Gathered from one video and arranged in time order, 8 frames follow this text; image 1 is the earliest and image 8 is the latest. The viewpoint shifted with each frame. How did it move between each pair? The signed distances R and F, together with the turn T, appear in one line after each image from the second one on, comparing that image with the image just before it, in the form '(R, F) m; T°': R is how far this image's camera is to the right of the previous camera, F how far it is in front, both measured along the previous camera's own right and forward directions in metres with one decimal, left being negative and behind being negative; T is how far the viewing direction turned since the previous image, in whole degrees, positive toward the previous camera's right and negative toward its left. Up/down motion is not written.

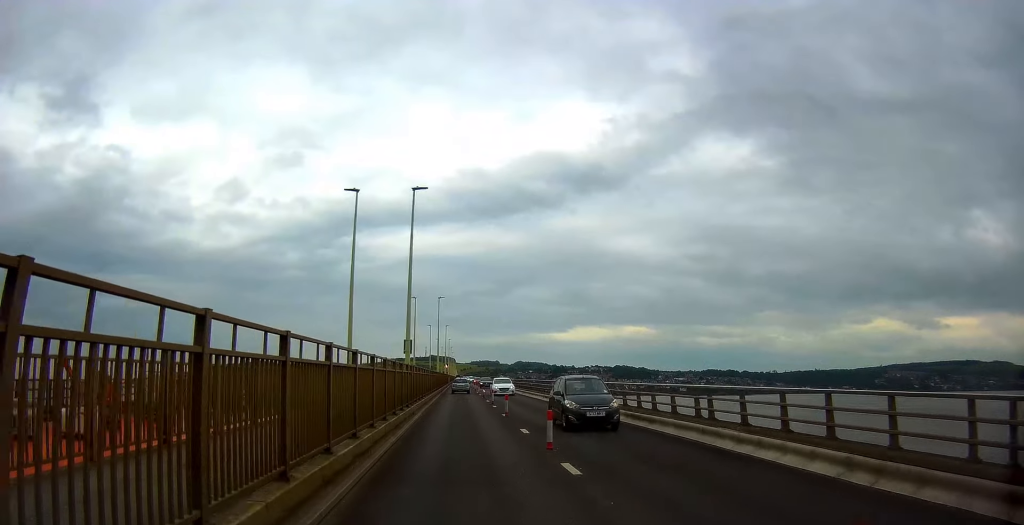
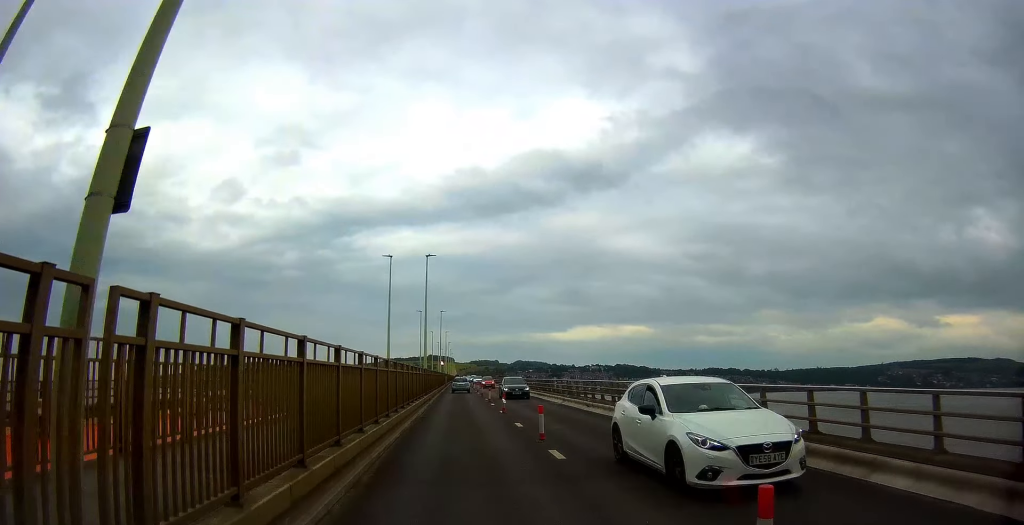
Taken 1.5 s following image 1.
(-0.4, +18.6) m; -1°
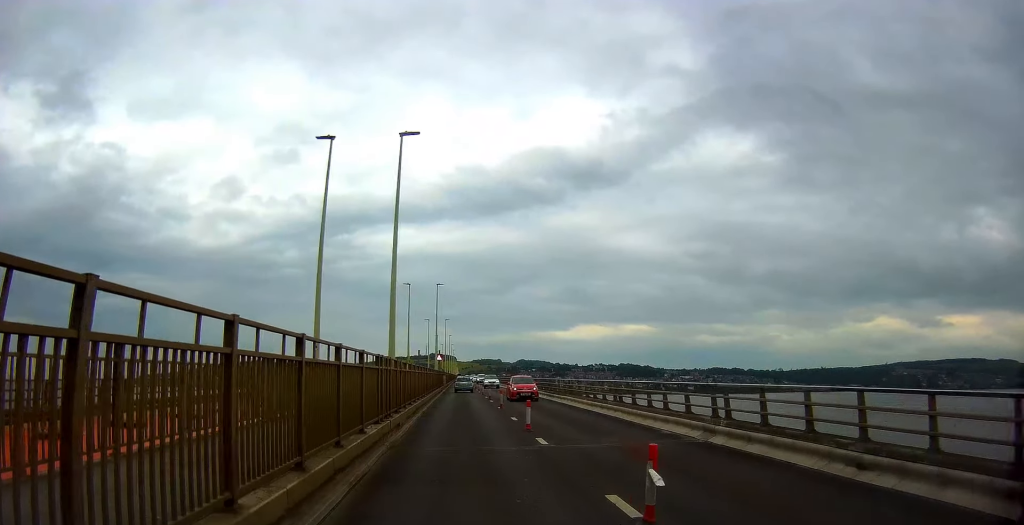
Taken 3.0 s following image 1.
(-0.1, +18.2) m; +1°
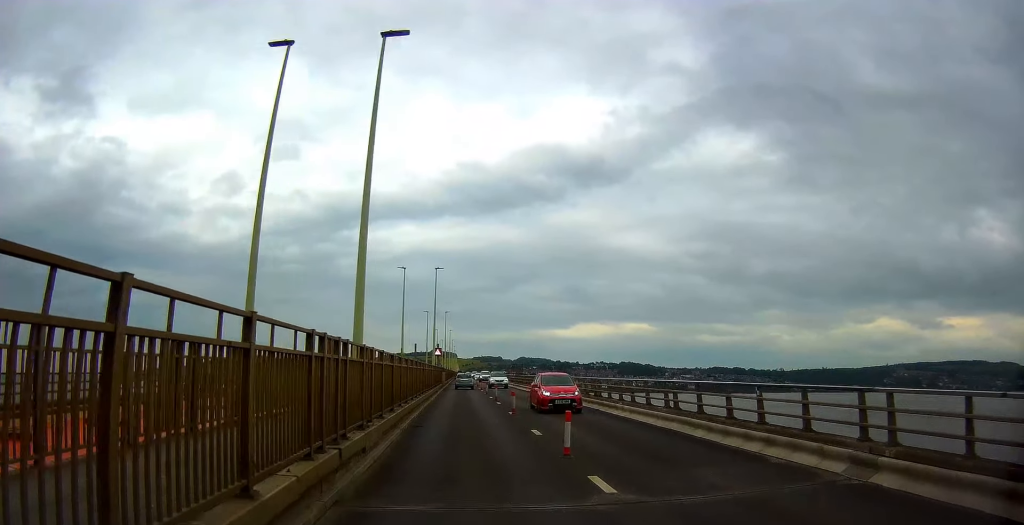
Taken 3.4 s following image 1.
(+0.1, +5.4) m; 0°
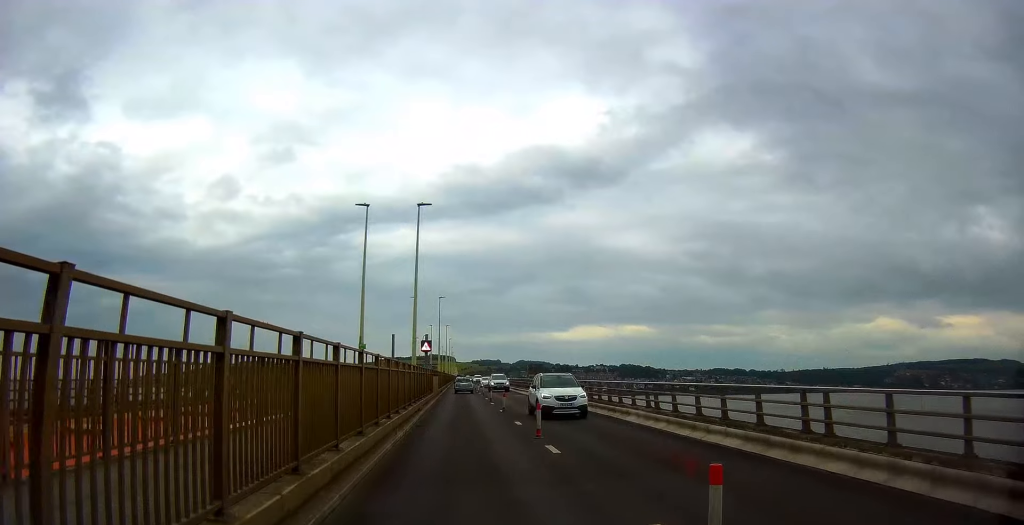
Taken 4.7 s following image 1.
(-0.1, +16.7) m; +1°
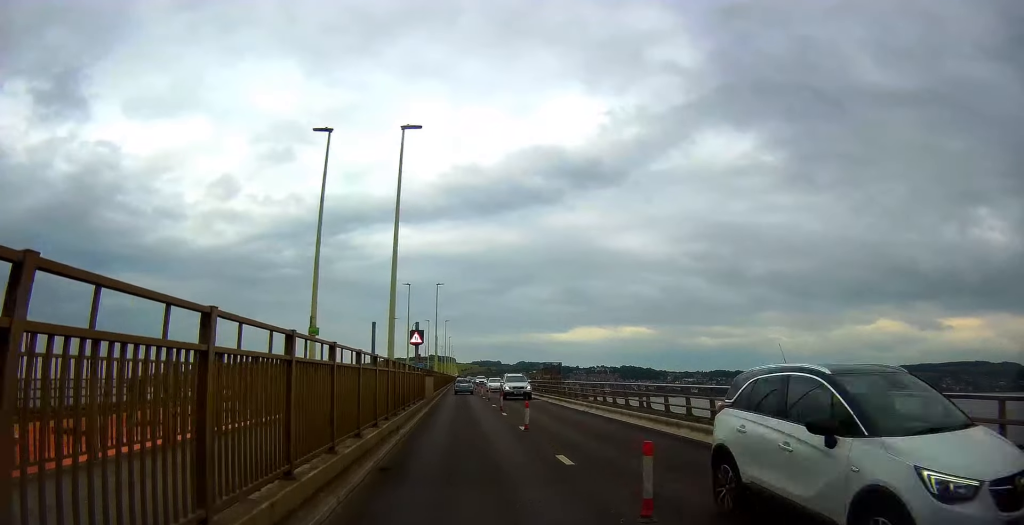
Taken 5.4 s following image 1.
(+0.1, +8.3) m; +1°
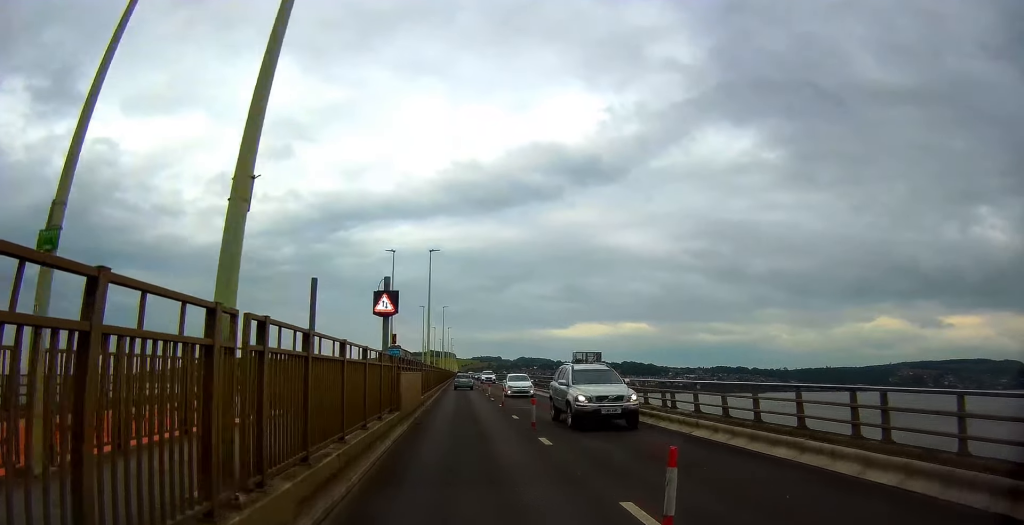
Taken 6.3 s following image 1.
(+0.5, +11.7) m; 0°
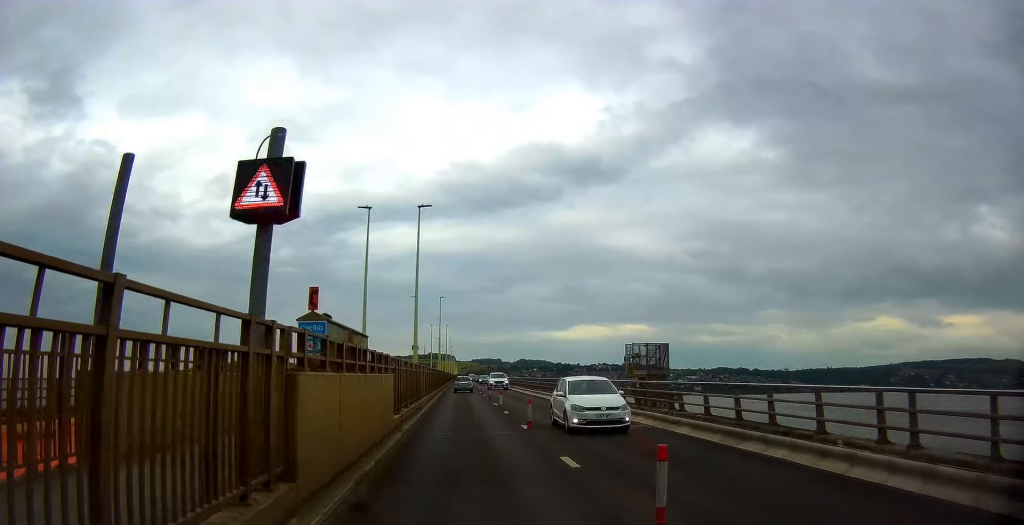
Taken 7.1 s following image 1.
(-0.5, +9.5) m; -1°
